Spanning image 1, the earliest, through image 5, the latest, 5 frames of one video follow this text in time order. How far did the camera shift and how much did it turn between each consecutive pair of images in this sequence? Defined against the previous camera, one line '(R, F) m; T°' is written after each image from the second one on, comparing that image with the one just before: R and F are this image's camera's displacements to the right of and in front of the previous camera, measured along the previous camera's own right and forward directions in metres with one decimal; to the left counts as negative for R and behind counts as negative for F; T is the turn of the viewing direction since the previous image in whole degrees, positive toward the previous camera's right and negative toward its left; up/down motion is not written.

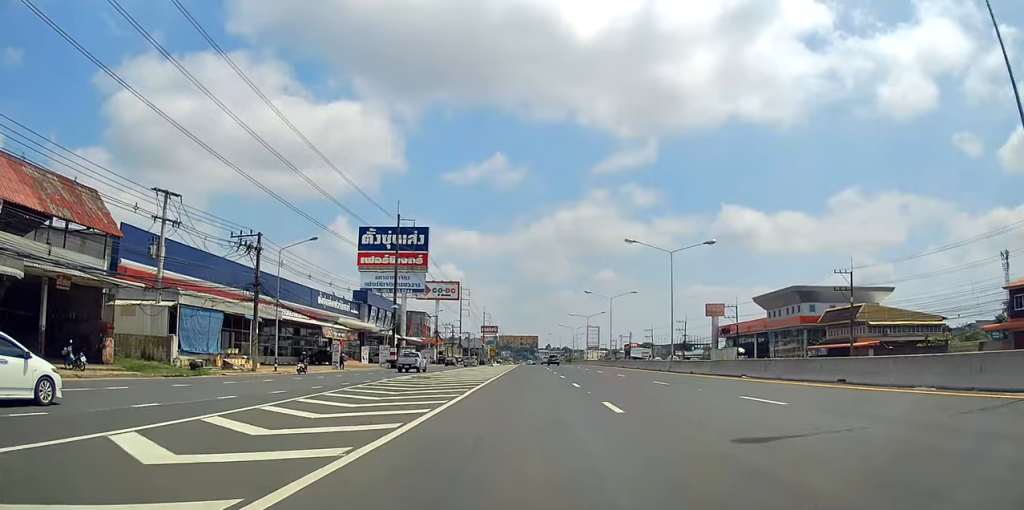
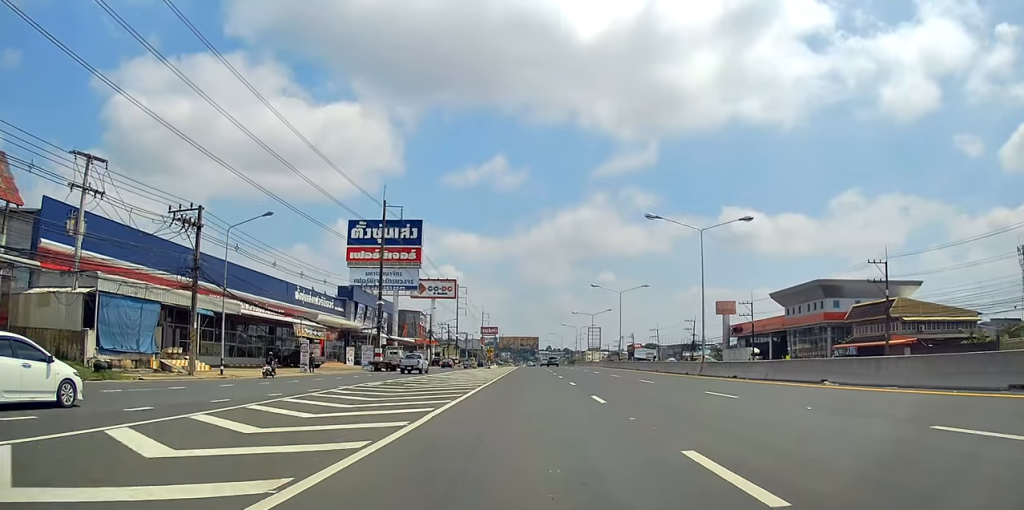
(+0.5, +8.9) m; 0°
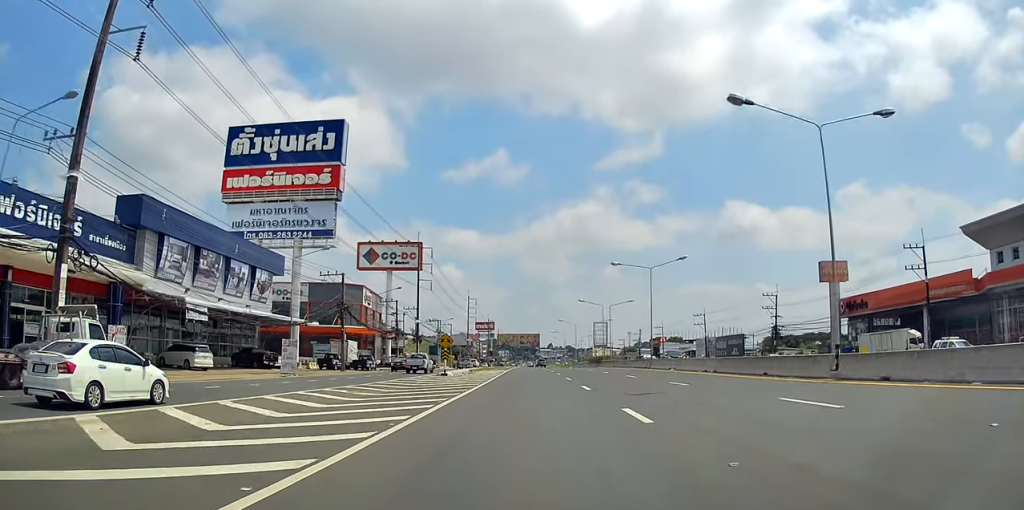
(-3.0, +55.3) m; -4°
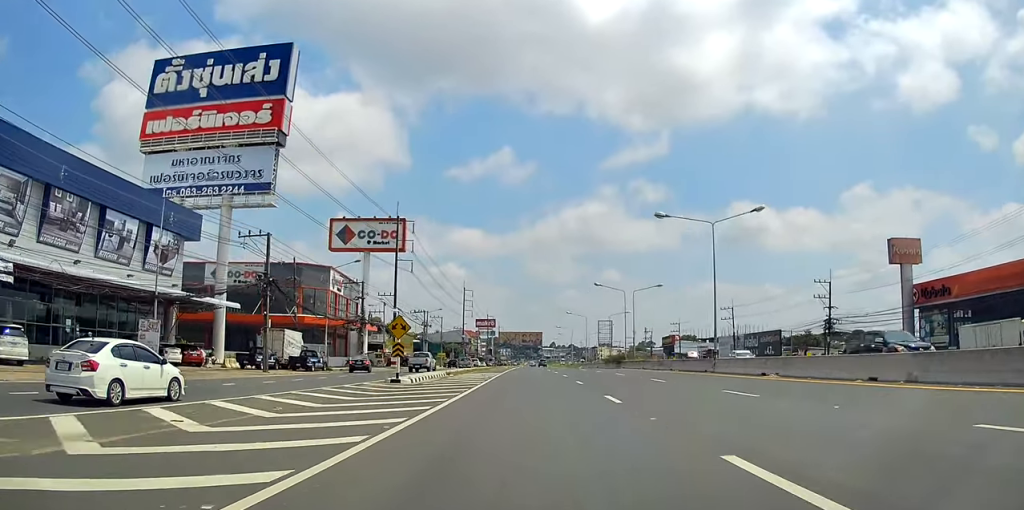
(0.0, +19.1) m; +2°
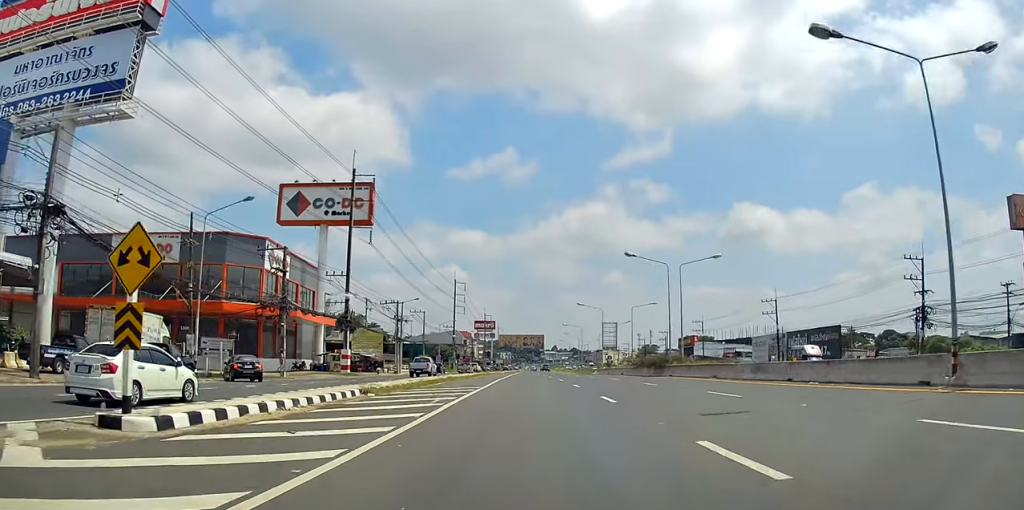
(+0.4, +23.2) m; -1°
